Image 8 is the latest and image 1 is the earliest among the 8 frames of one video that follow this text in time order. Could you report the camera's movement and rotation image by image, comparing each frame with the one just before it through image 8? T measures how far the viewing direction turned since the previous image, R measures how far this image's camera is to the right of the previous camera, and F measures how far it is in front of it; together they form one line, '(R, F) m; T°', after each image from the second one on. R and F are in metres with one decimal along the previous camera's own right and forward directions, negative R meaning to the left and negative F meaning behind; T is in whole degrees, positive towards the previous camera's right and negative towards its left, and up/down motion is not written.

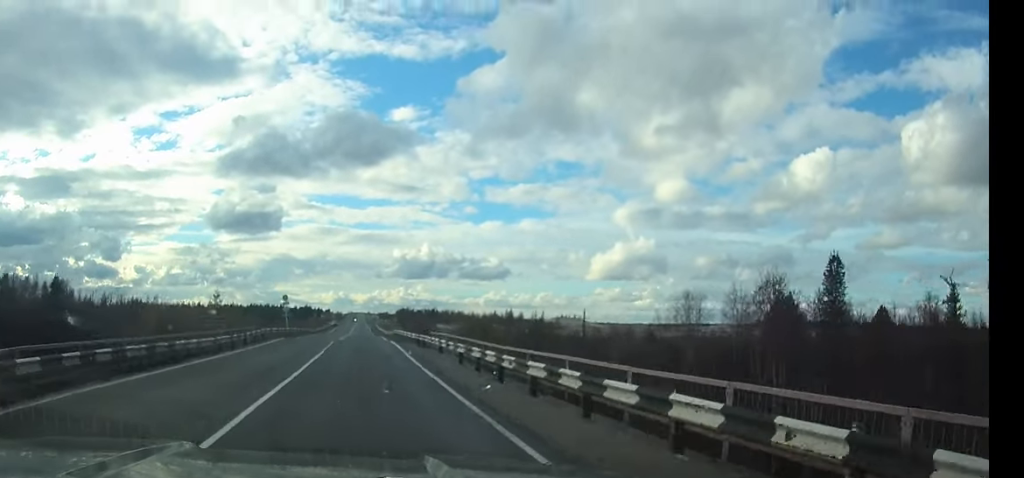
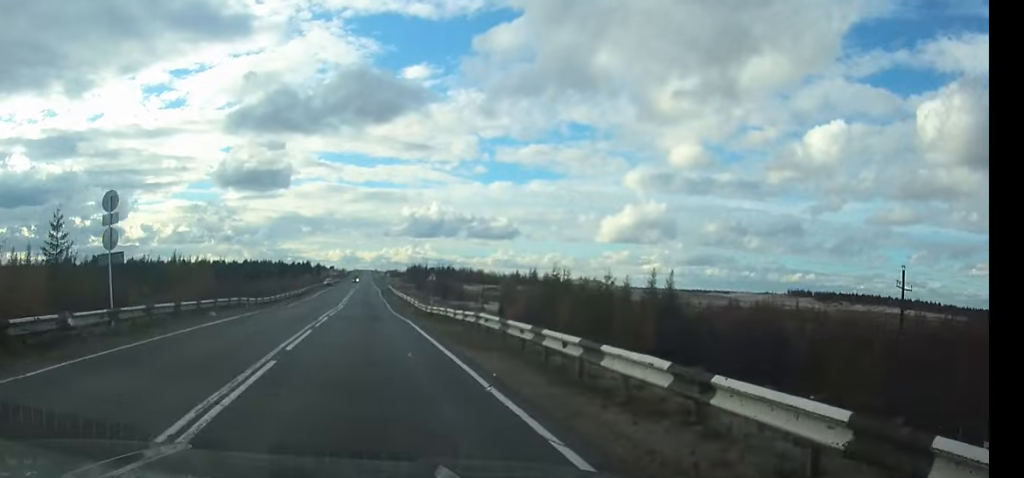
(-0.1, +46.9) m; 0°
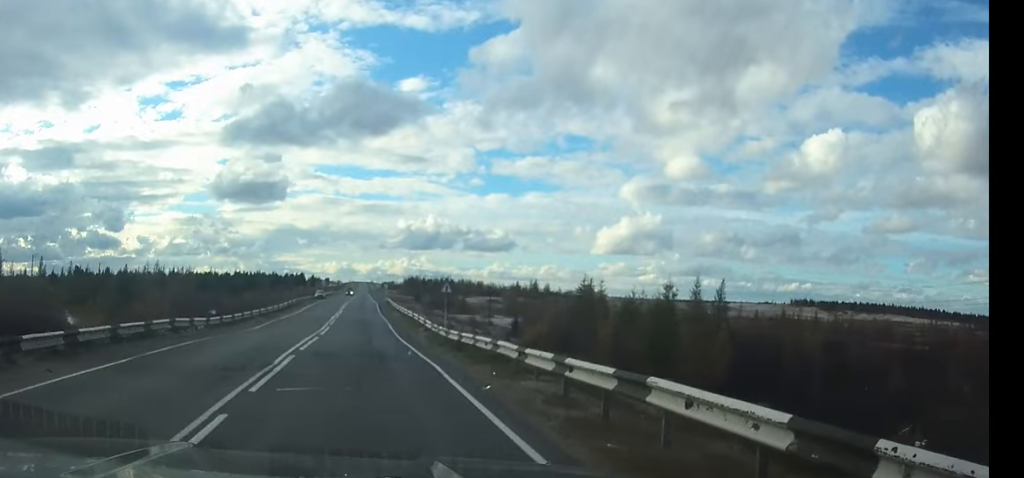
(0.0, +11.2) m; 0°
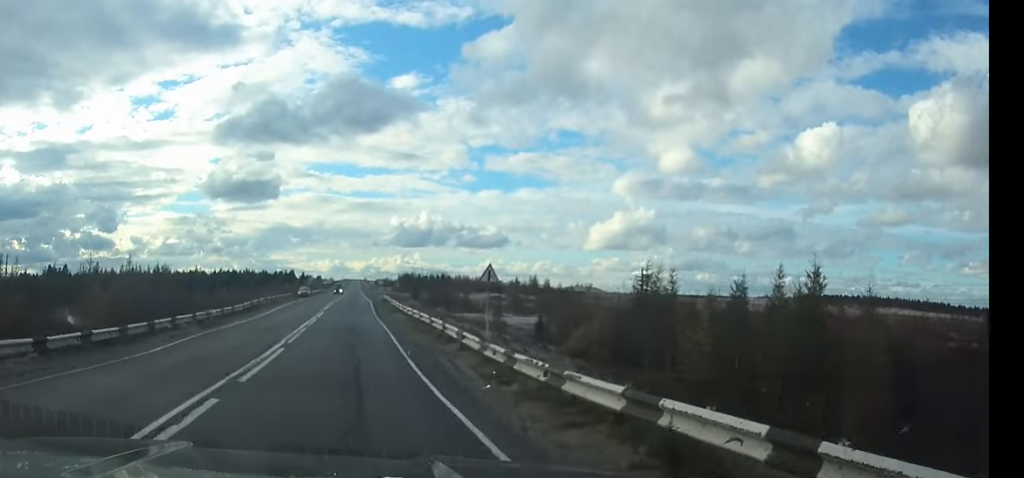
(0.0, +15.0) m; 0°
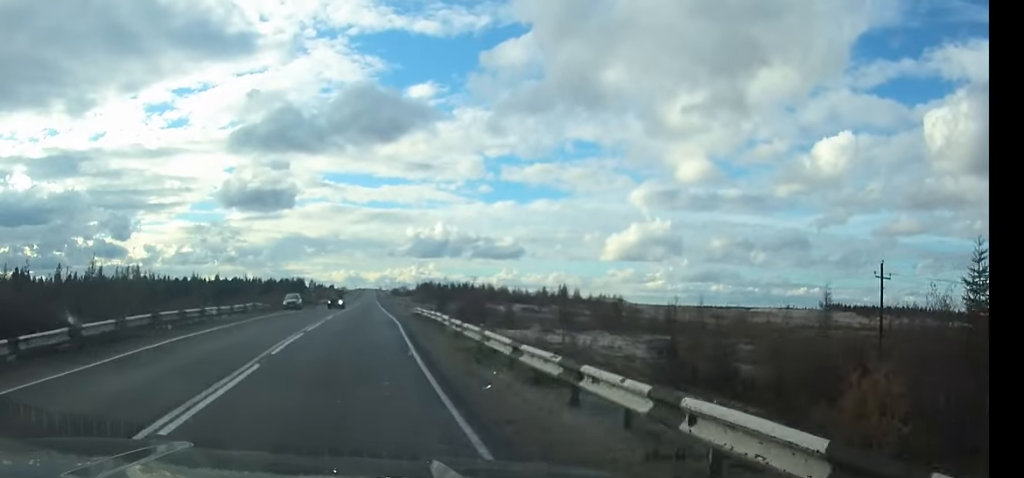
(-0.1, +29.0) m; 0°
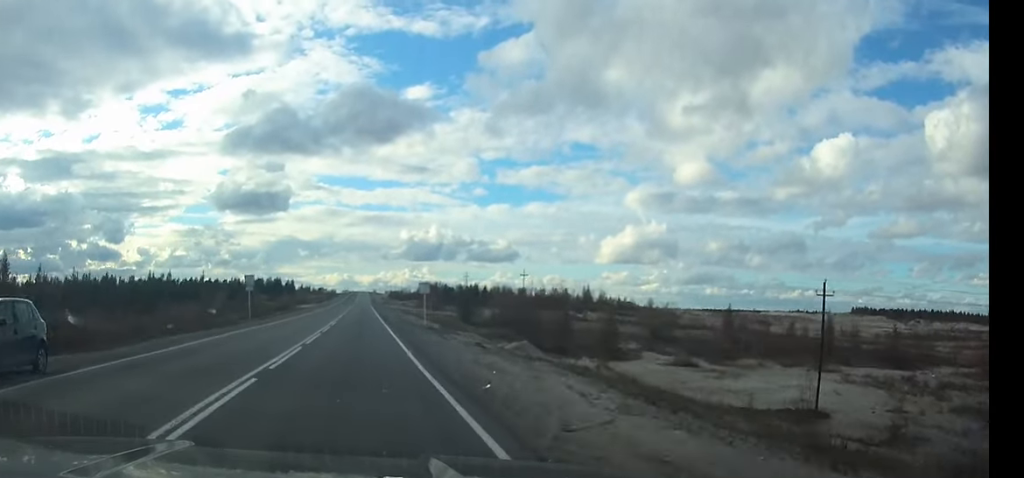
(+0.2, +49.2) m; 0°
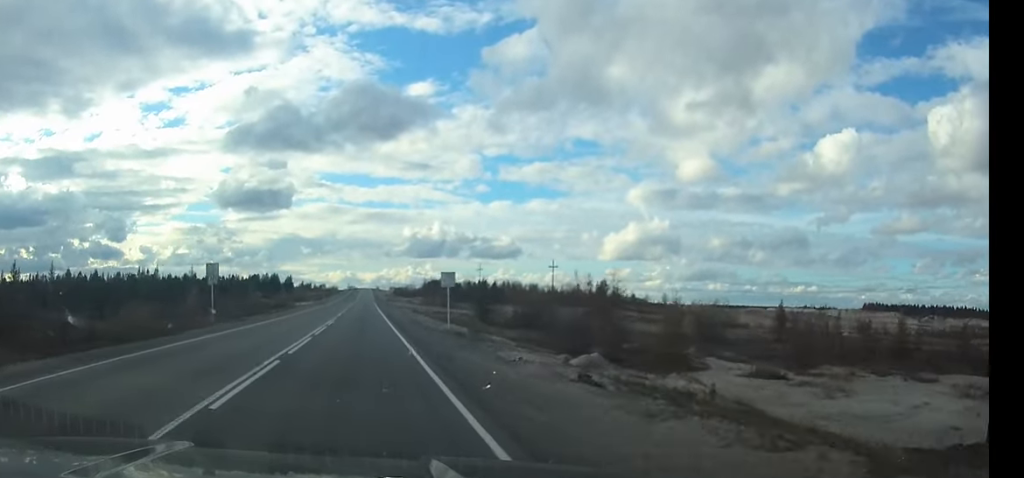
(0.0, +13.8) m; 0°
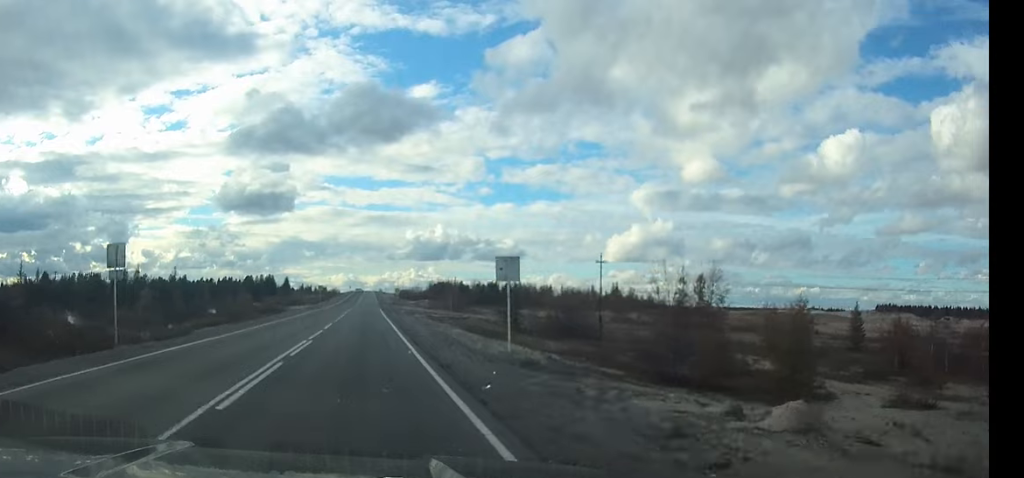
(0.0, +15.7) m; 0°
